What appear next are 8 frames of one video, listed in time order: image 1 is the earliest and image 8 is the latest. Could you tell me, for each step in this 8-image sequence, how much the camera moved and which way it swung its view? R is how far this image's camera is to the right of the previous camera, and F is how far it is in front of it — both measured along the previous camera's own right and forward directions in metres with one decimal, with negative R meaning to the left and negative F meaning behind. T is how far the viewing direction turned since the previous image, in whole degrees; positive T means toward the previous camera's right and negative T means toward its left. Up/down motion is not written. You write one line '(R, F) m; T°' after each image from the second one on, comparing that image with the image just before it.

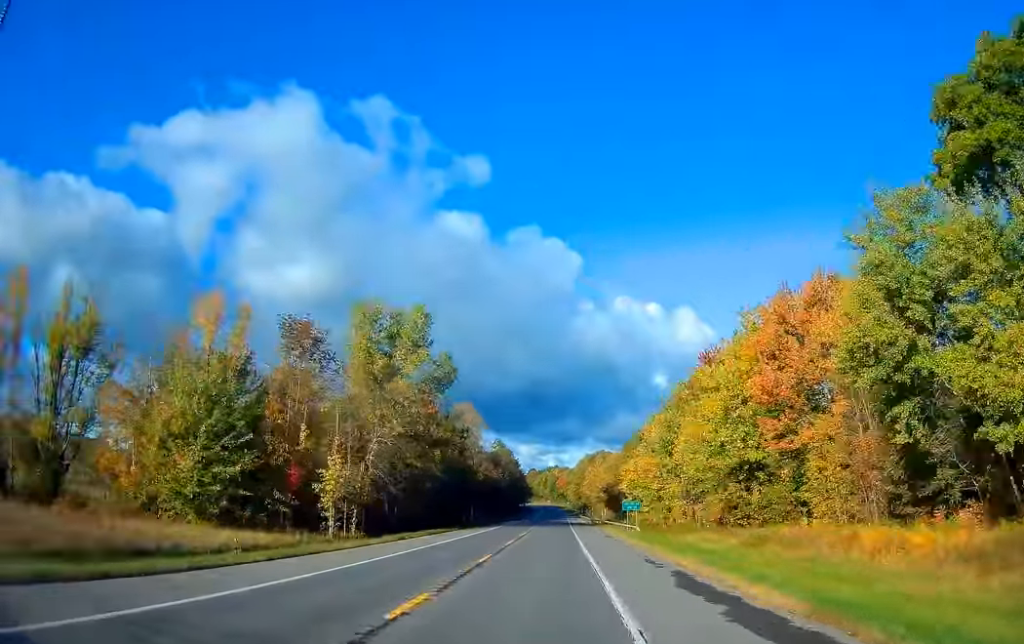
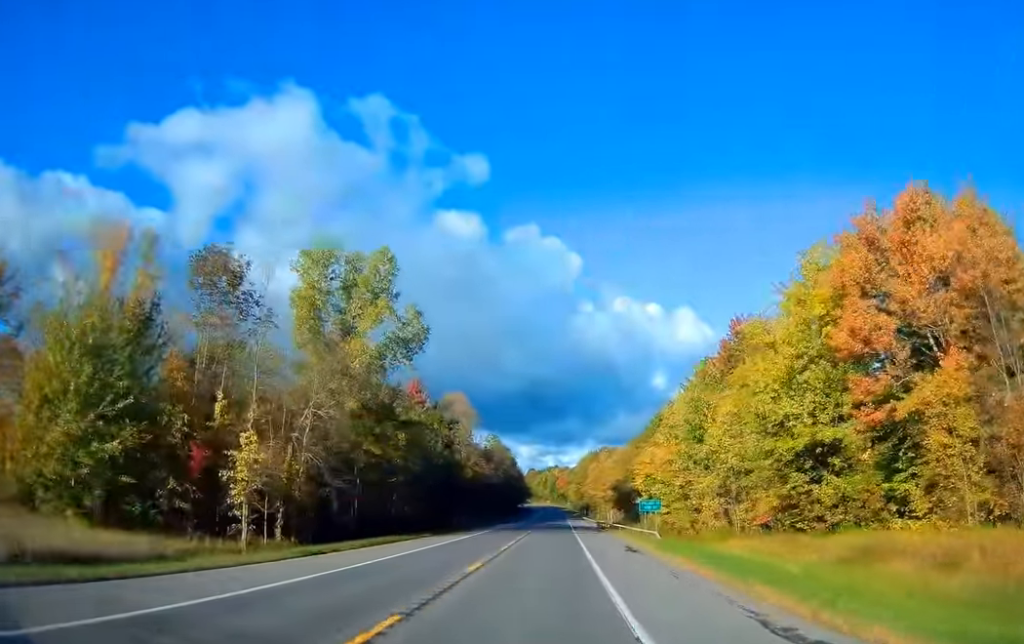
(+0.3, +15.4) m; 0°
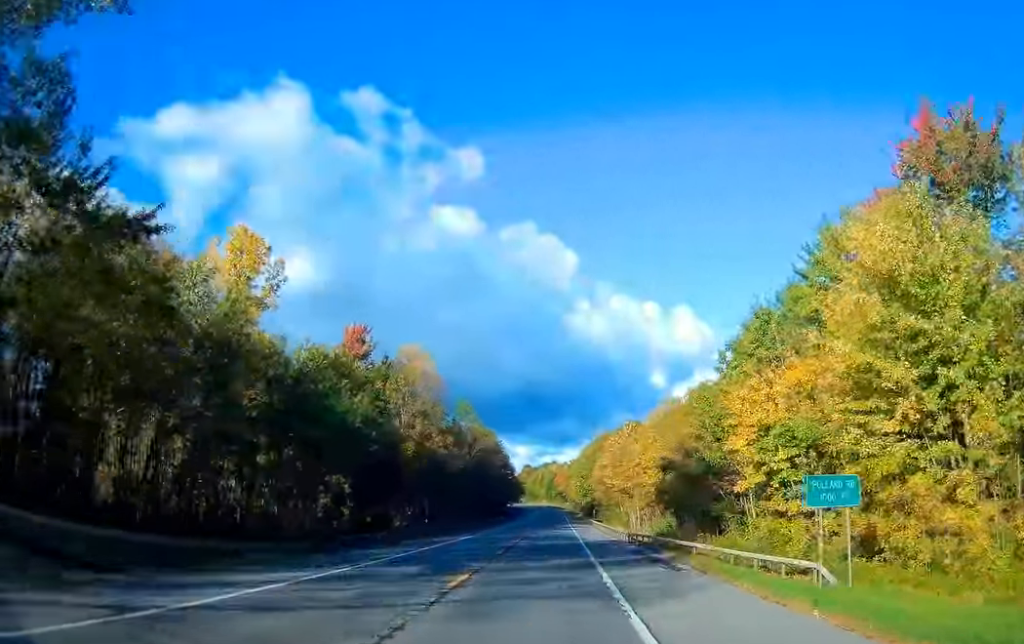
(-0.2, +41.1) m; 0°
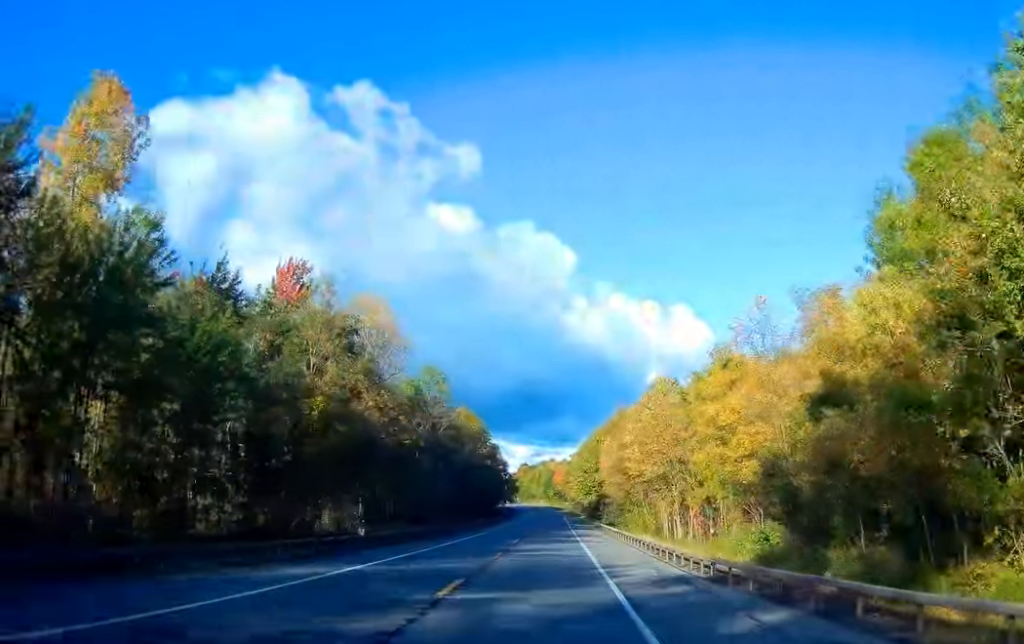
(+0.3, +24.7) m; +1°
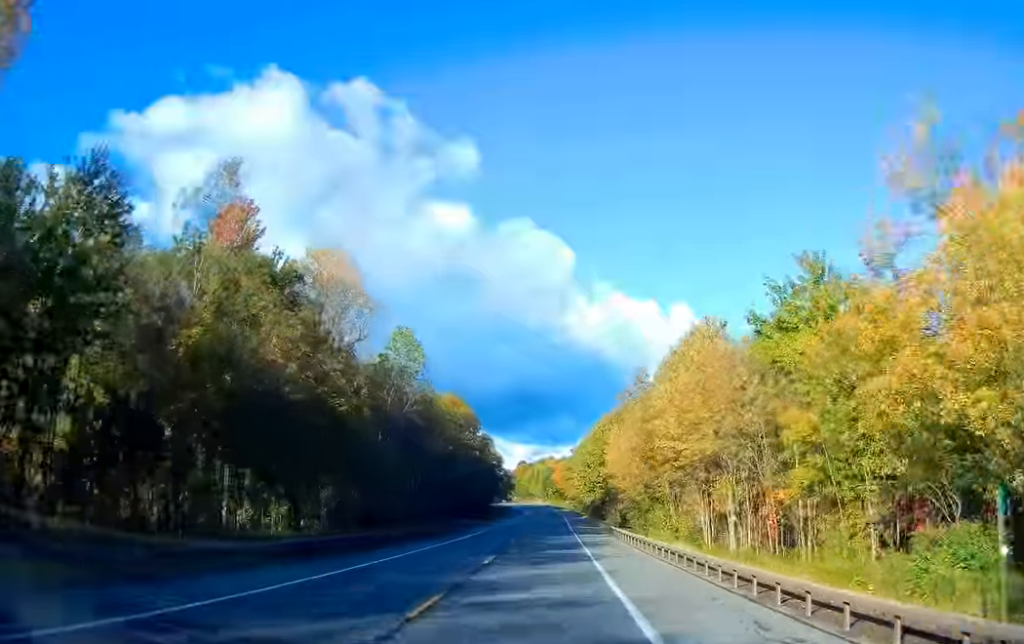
(0.0, +15.4) m; 0°
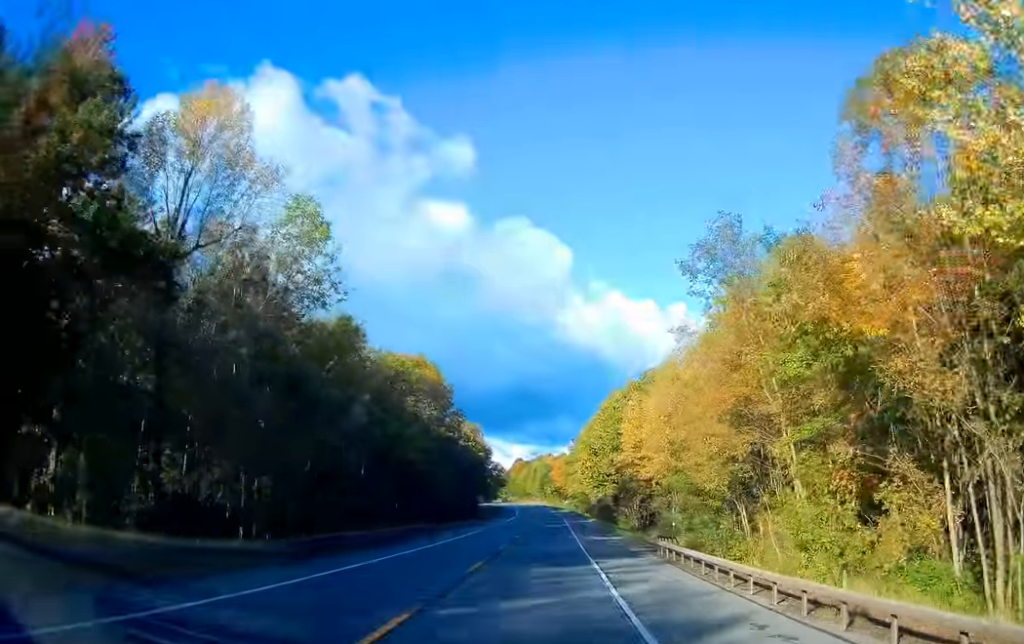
(0.0, +27.8) m; -1°
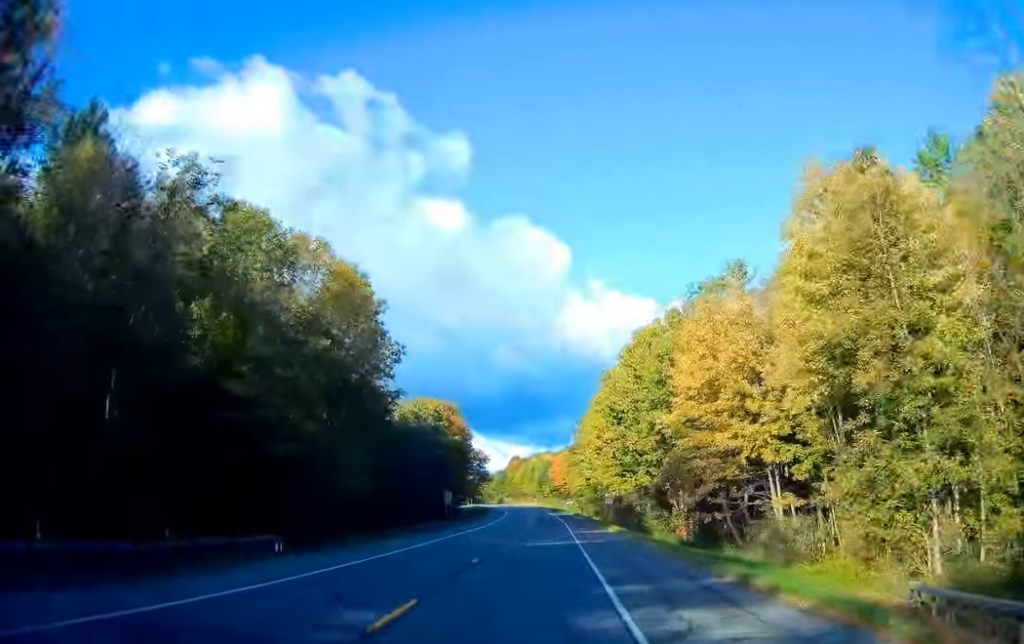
(-0.3, +34.9) m; 0°
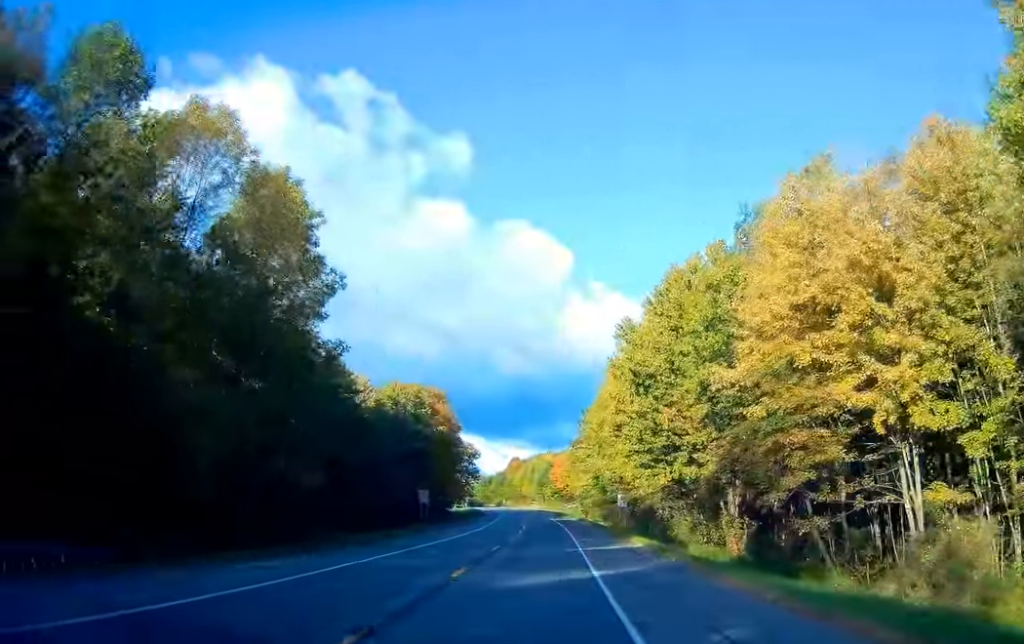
(+0.2, +16.4) m; +1°
